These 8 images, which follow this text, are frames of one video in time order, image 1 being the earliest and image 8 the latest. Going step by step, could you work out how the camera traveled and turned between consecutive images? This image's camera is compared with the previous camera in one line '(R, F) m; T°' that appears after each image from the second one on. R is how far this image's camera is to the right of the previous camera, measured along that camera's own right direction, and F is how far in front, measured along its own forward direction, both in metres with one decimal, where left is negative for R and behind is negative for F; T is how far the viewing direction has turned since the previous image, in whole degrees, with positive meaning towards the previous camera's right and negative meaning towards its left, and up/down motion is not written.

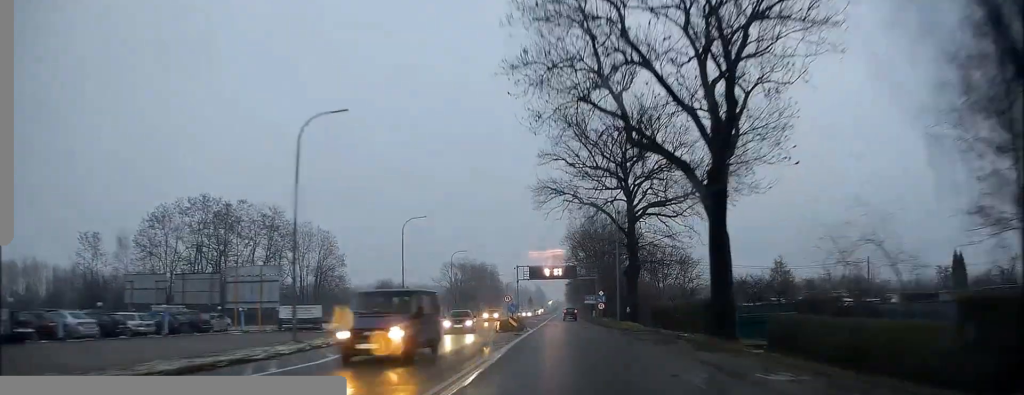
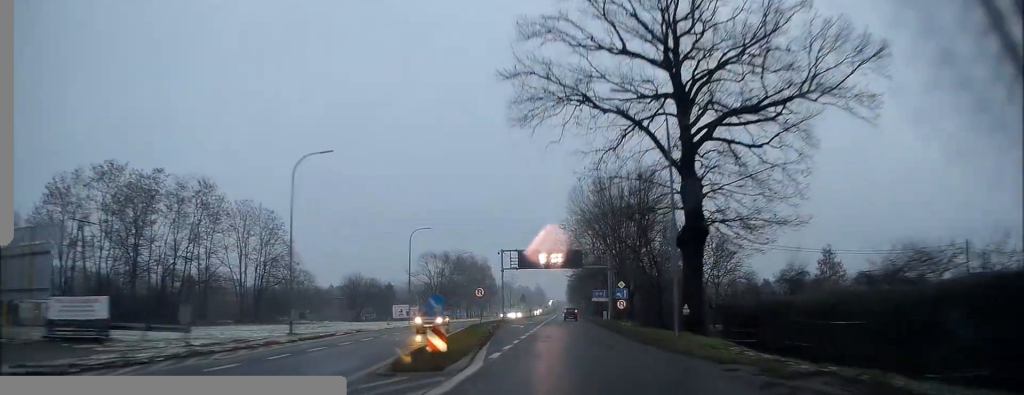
(+0.2, +23.7) m; 0°
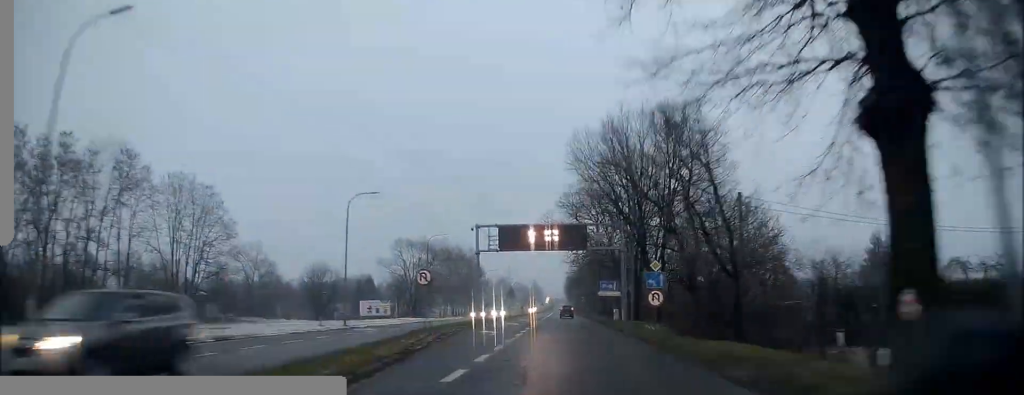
(0.0, +18.1) m; 0°
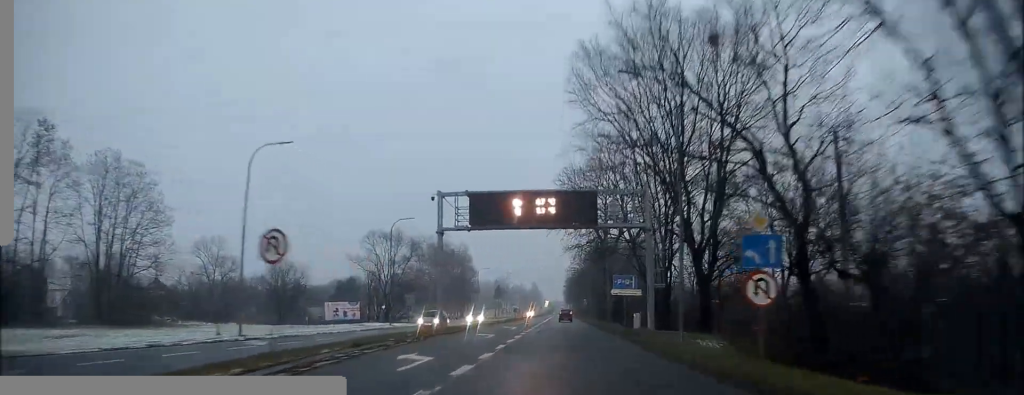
(0.0, +15.2) m; 0°
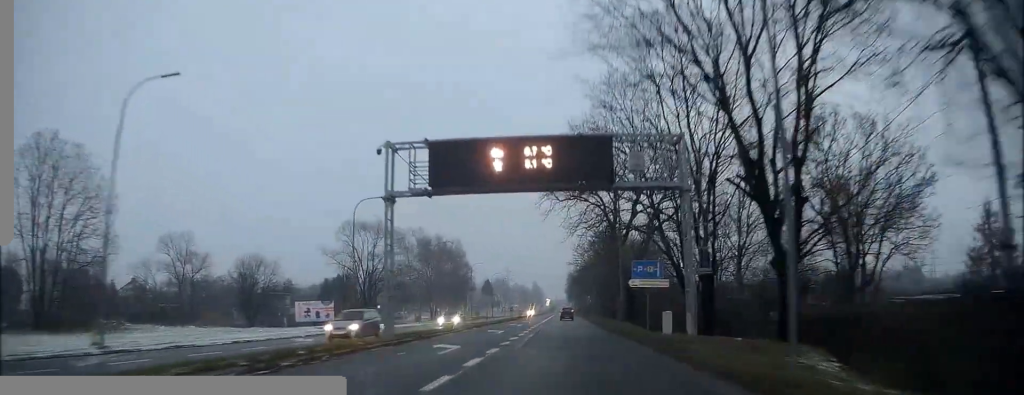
(0.0, +10.6) m; 0°
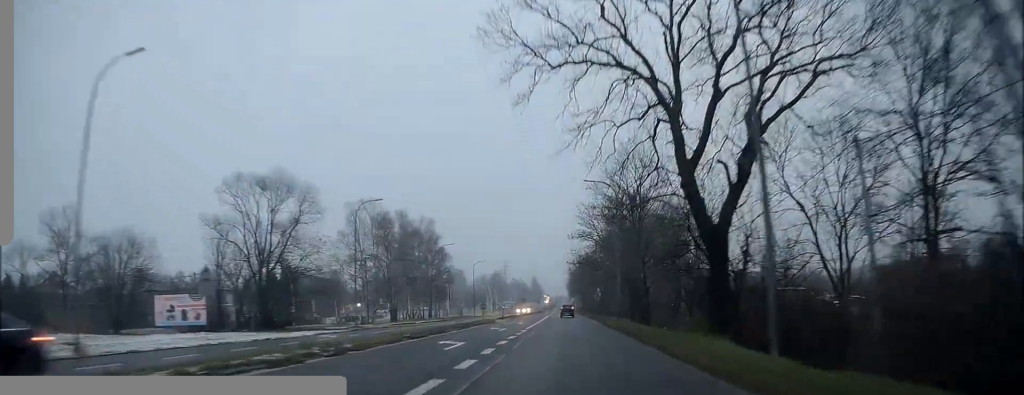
(0.0, +28.9) m; 0°
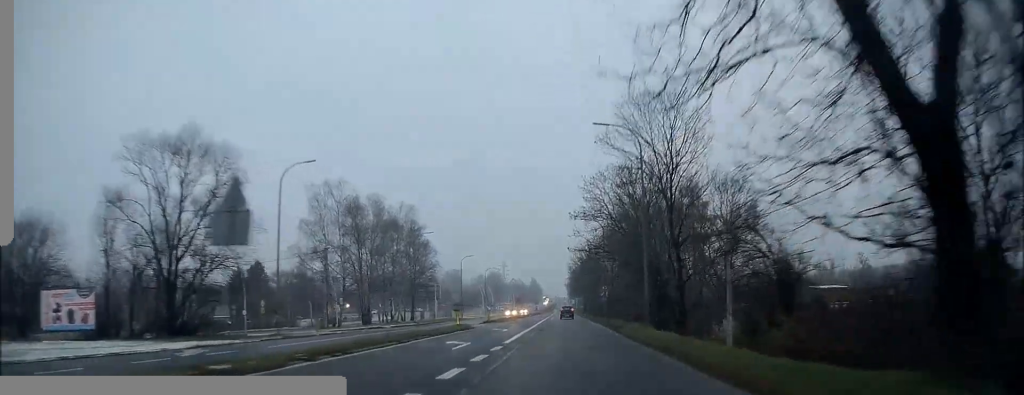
(0.0, +13.6) m; 0°
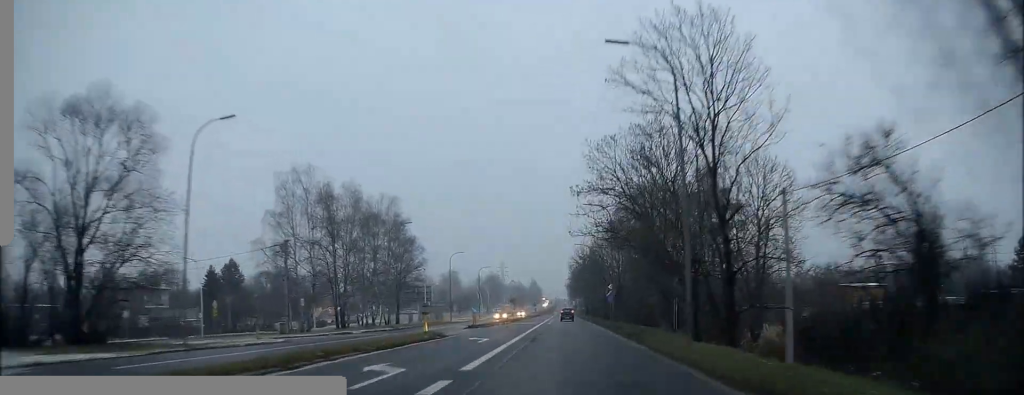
(0.0, +9.5) m; 0°
